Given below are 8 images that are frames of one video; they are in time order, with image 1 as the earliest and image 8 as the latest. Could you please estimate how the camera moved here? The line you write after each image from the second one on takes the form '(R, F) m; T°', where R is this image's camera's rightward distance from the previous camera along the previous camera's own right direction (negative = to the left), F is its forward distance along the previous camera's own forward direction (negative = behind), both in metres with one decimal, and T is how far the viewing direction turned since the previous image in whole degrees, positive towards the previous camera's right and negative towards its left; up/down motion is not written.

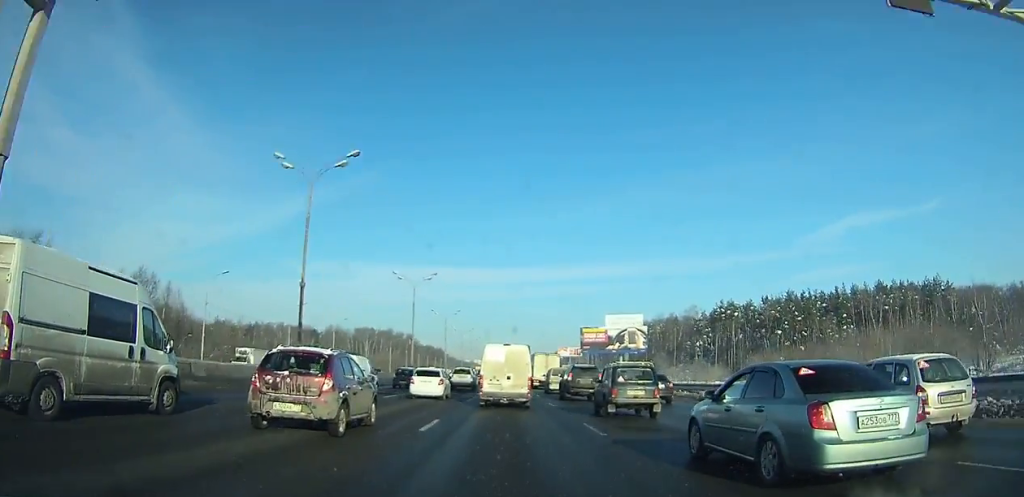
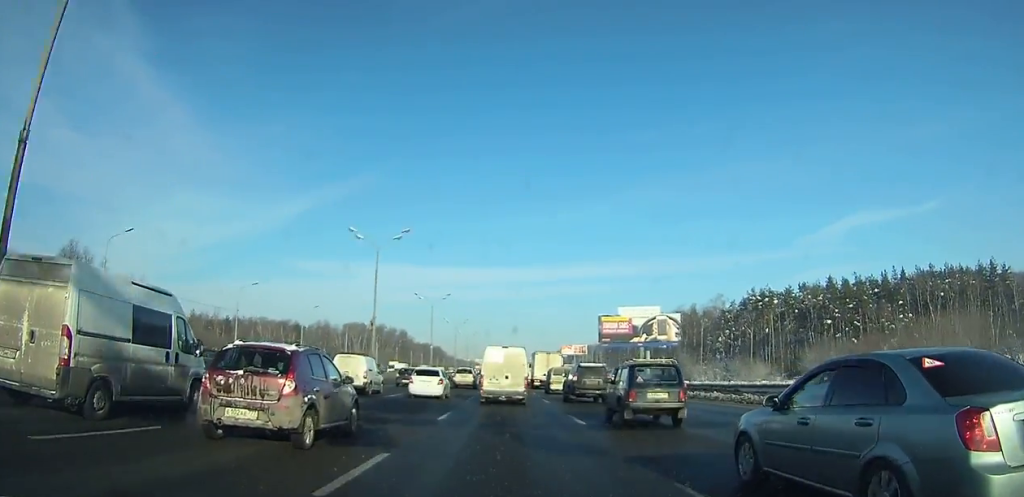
(0.0, +20.3) m; 0°
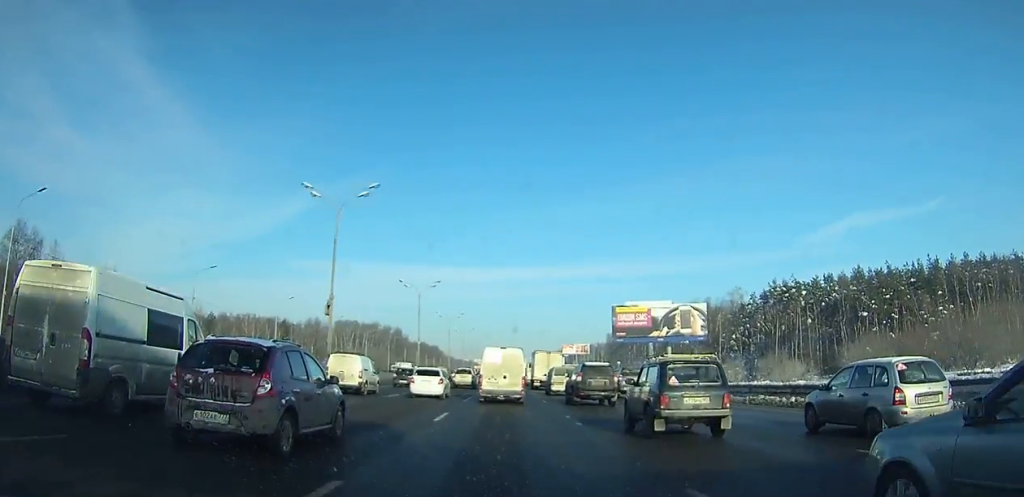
(0.0, +10.6) m; 0°
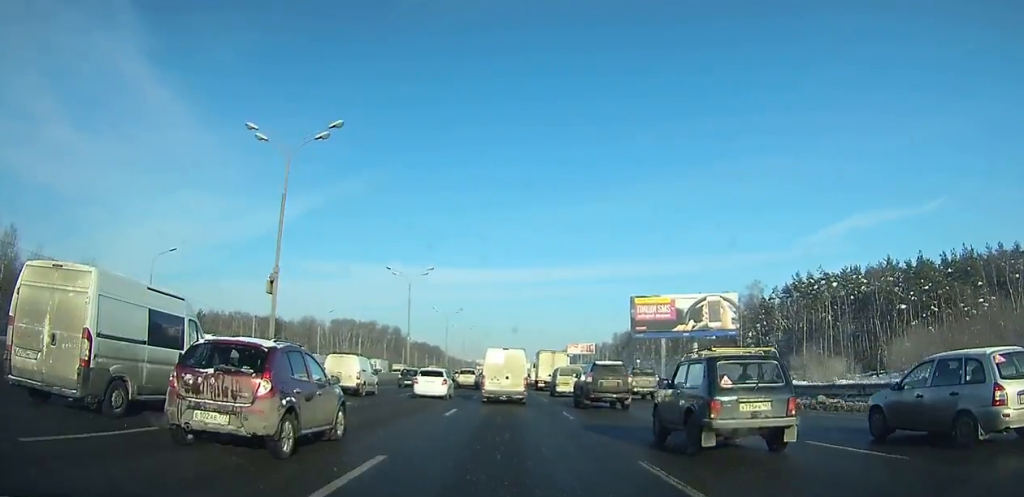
(0.0, +8.5) m; 0°
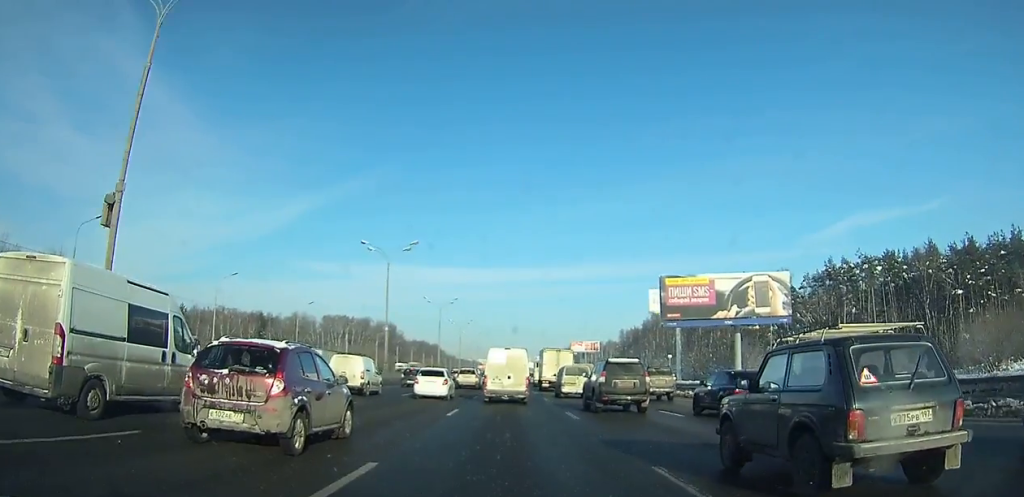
(0.0, +10.8) m; 0°
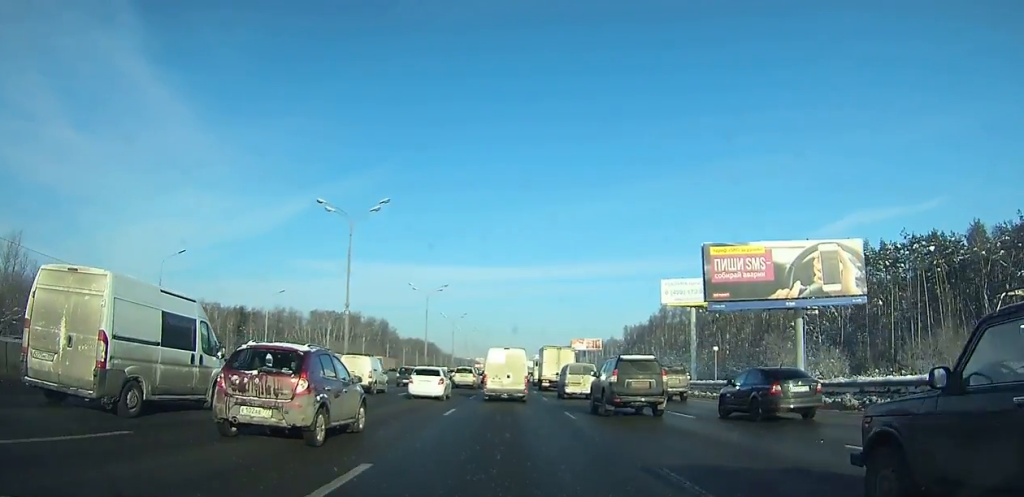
(0.0, +11.0) m; 0°
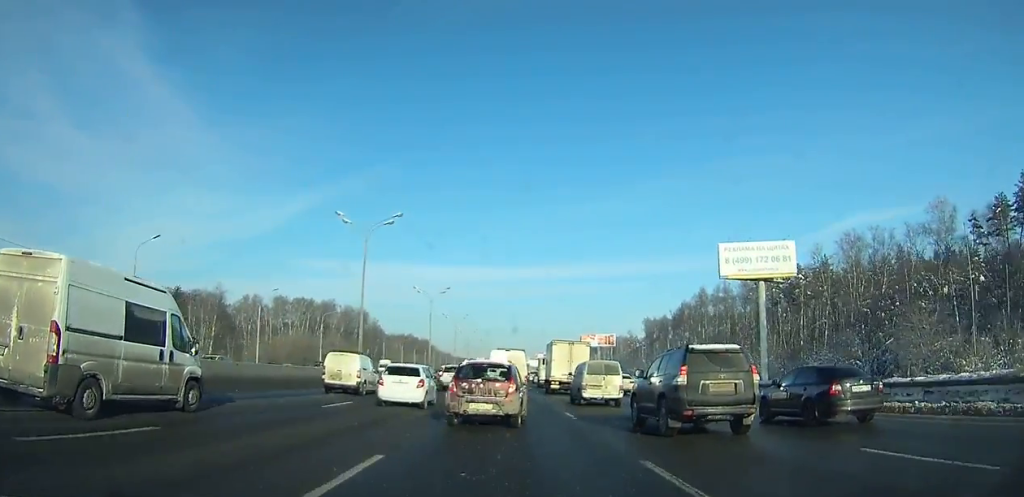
(0.0, +30.8) m; 0°
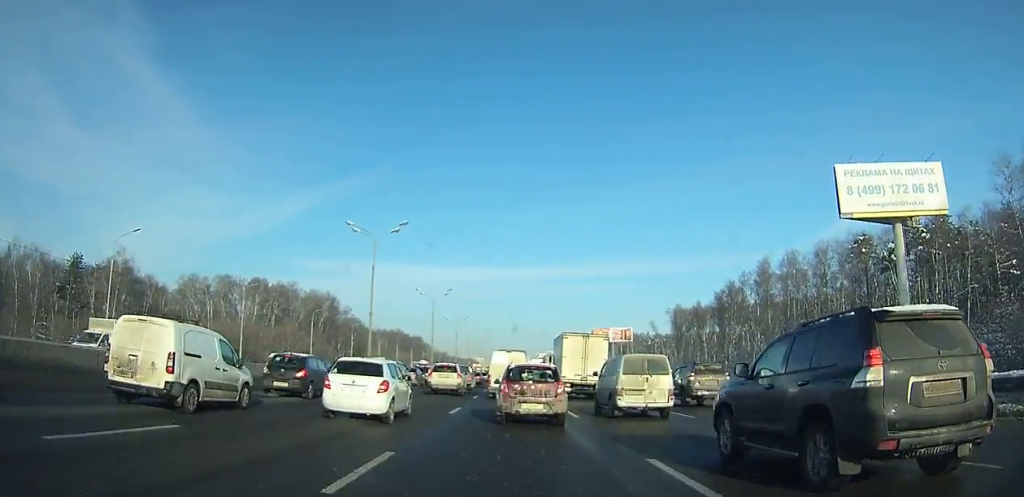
(0.0, +34.1) m; 0°
